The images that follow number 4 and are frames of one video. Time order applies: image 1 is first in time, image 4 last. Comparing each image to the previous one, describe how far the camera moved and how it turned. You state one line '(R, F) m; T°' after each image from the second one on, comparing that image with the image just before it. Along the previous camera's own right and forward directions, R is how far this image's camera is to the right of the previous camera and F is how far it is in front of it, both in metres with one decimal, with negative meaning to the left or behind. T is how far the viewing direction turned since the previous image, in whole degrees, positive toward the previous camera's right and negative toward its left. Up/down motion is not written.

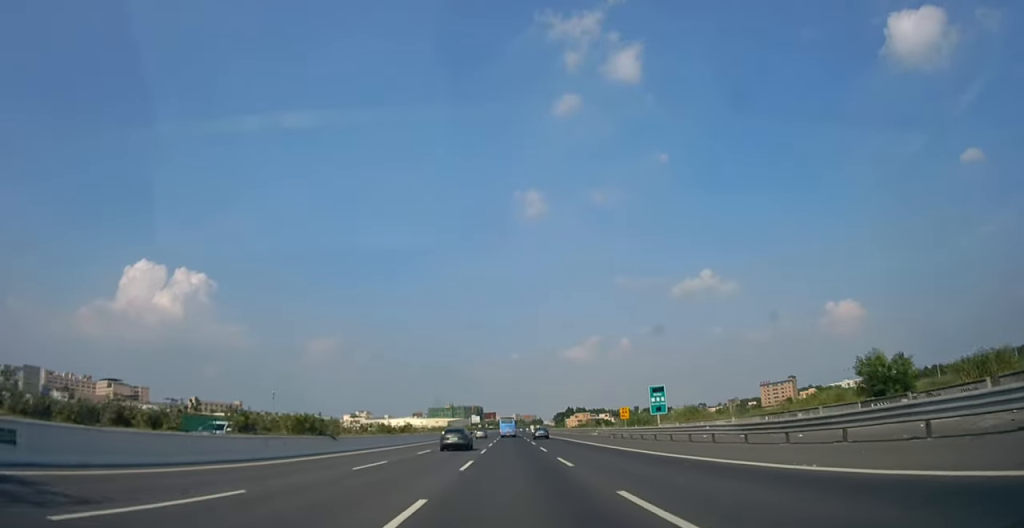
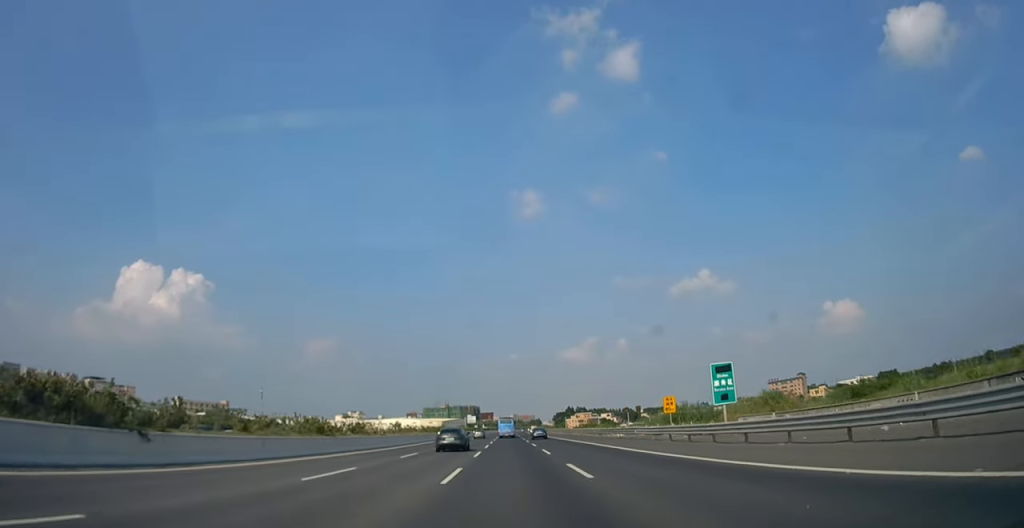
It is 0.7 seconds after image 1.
(+0.1, +18.6) m; 0°
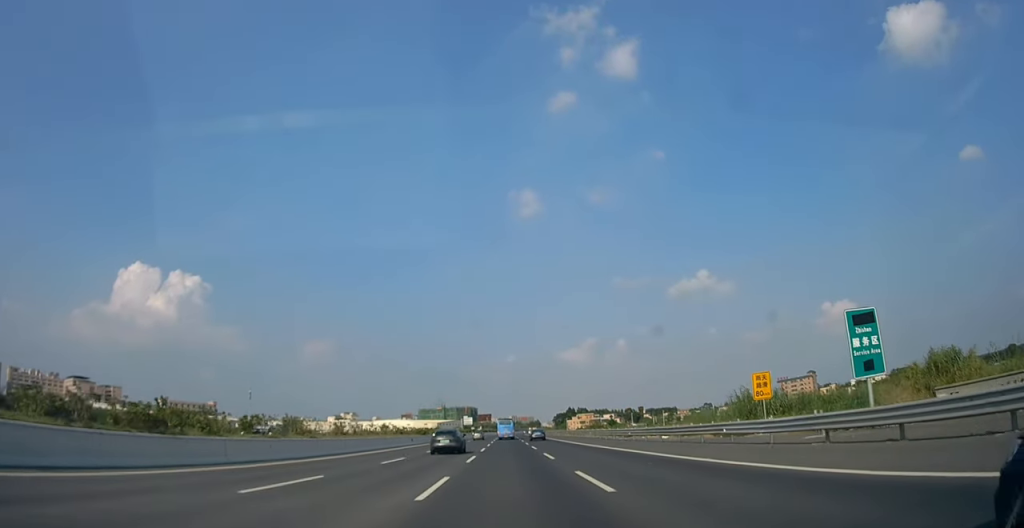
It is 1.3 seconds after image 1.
(+0.1, +16.8) m; 0°
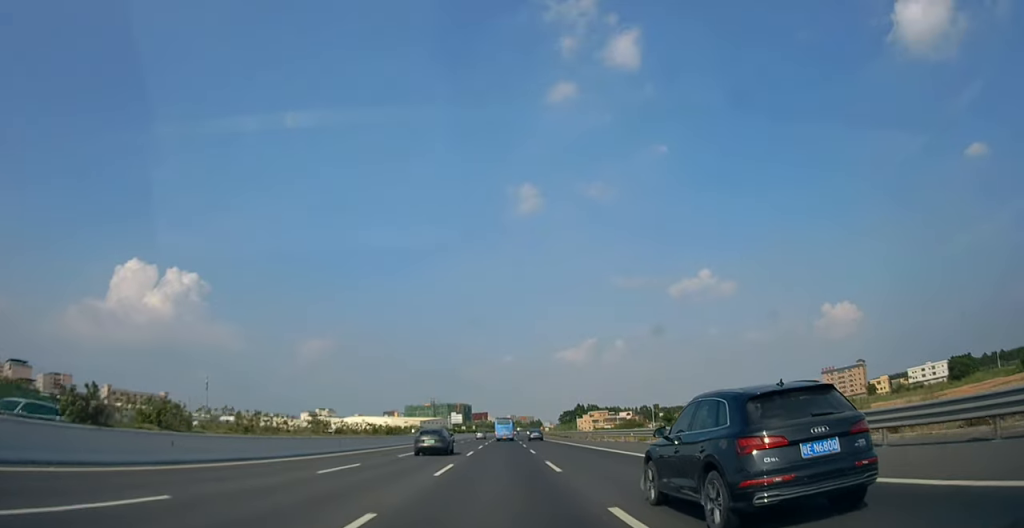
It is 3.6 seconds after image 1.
(-0.4, +67.1) m; 0°
